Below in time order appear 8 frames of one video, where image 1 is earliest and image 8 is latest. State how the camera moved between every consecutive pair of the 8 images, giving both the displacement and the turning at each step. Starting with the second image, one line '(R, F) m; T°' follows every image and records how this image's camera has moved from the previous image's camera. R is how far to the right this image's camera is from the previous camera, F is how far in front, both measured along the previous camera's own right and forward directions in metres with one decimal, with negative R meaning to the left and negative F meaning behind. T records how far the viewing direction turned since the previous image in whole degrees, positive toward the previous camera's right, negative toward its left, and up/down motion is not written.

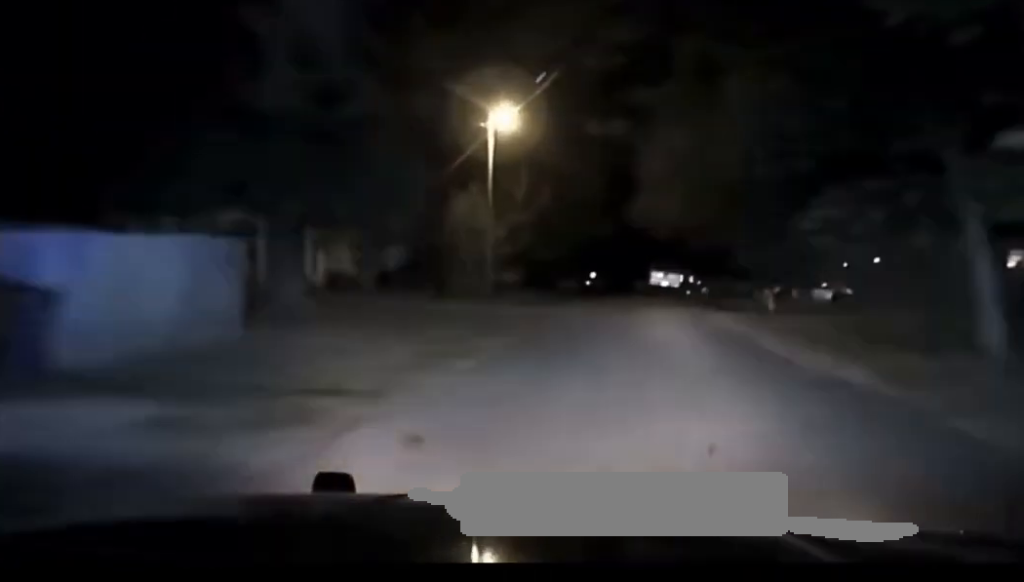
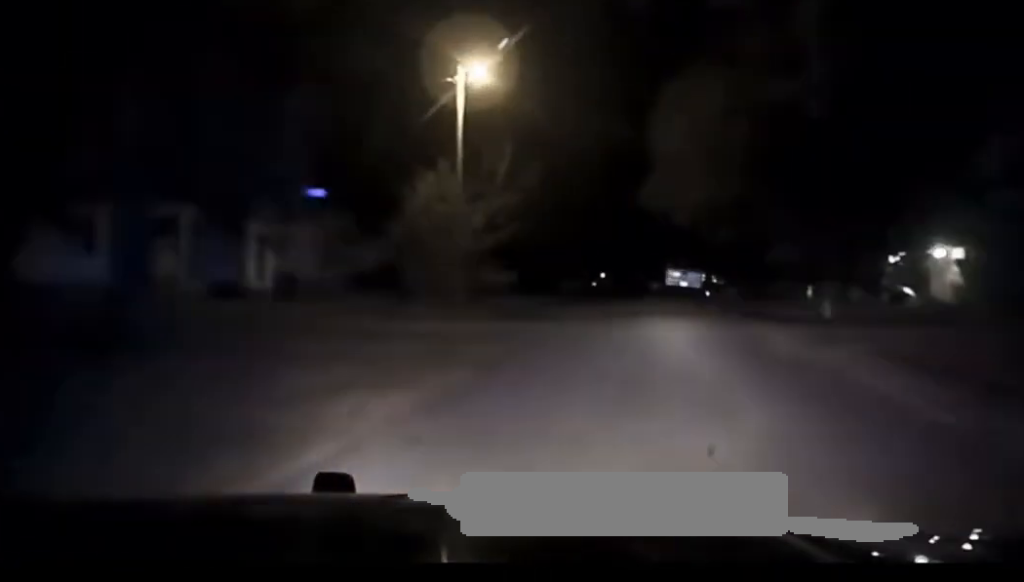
(-0.1, +9.4) m; -1°
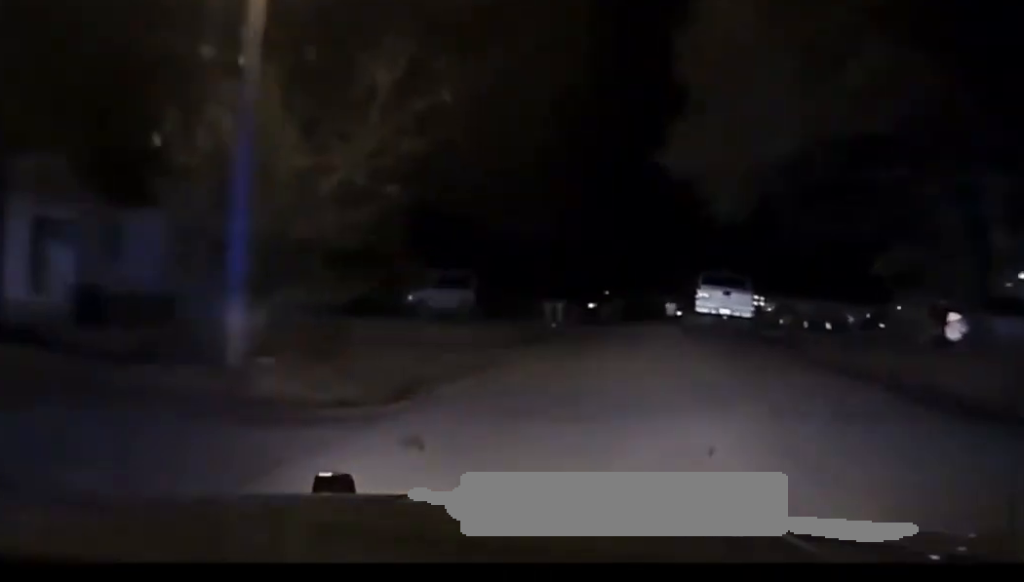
(-0.2, +18.0) m; -1°
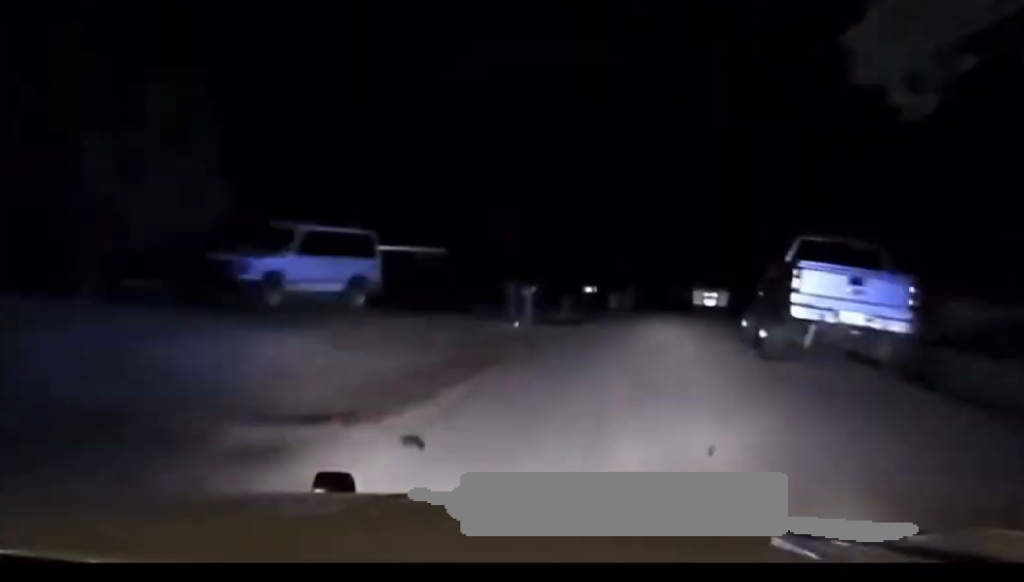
(-0.2, +17.7) m; 0°
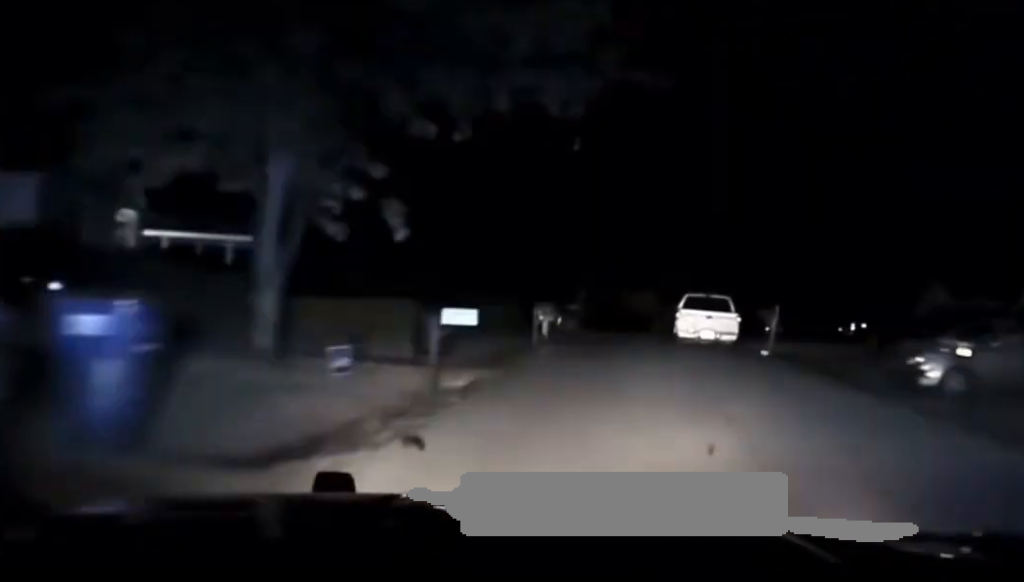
(+0.5, +22.7) m; +2°
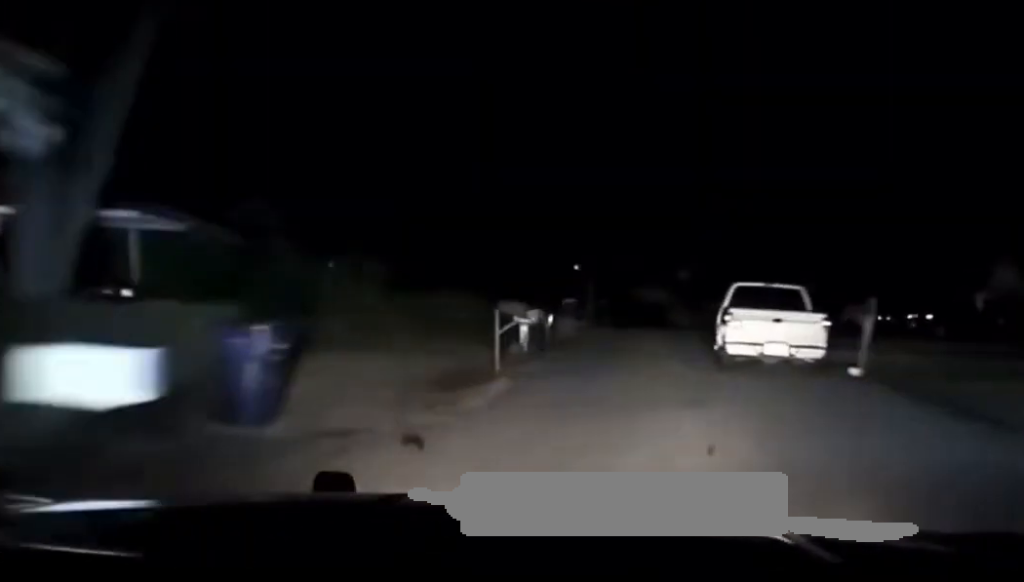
(0.0, +10.8) m; +1°
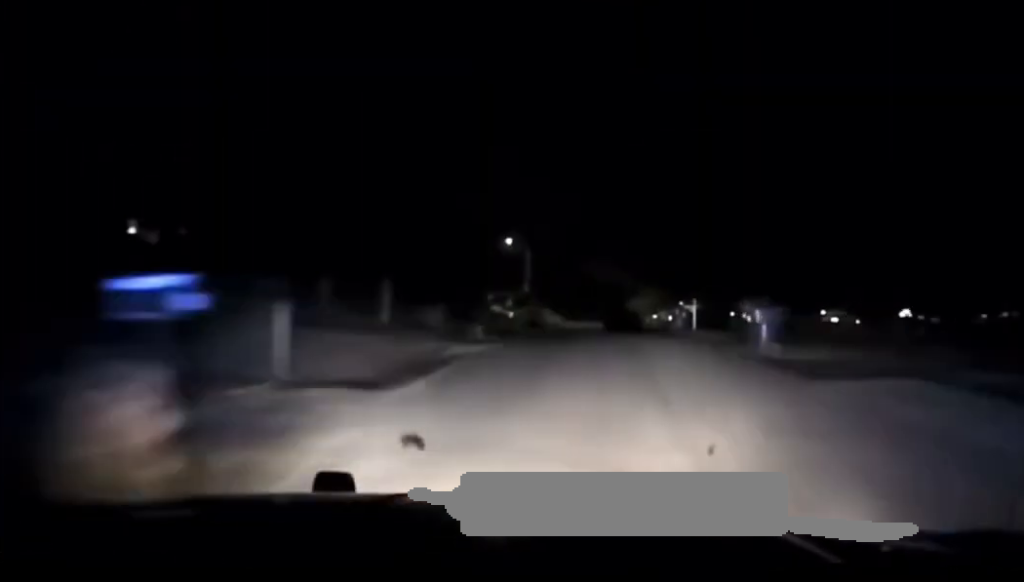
(+0.3, +27.1) m; +2°
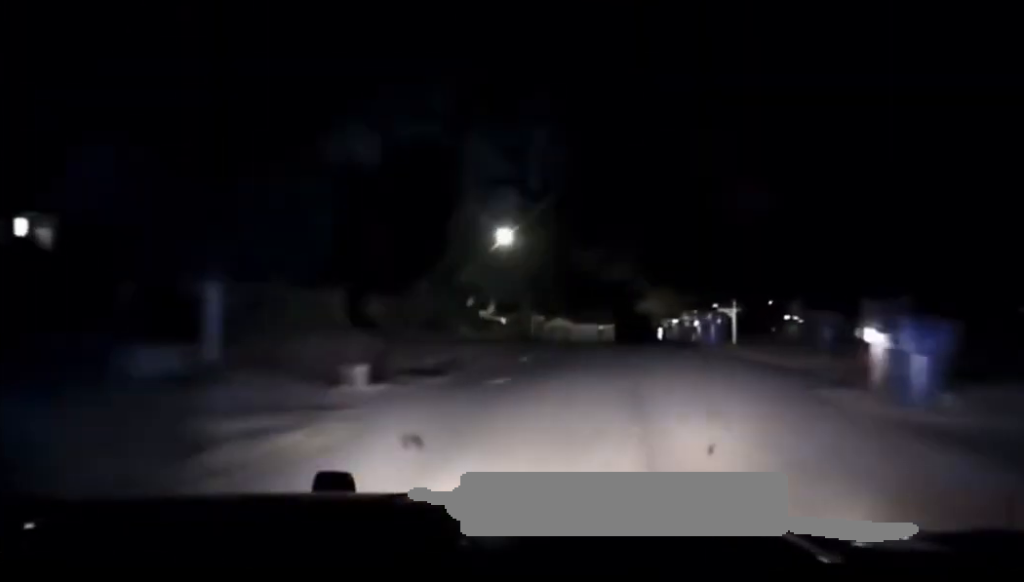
(+0.2, +12.3) m; 0°
